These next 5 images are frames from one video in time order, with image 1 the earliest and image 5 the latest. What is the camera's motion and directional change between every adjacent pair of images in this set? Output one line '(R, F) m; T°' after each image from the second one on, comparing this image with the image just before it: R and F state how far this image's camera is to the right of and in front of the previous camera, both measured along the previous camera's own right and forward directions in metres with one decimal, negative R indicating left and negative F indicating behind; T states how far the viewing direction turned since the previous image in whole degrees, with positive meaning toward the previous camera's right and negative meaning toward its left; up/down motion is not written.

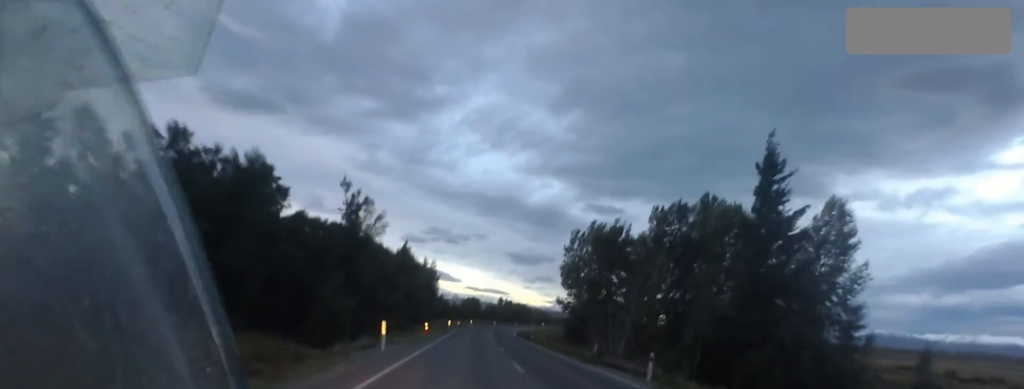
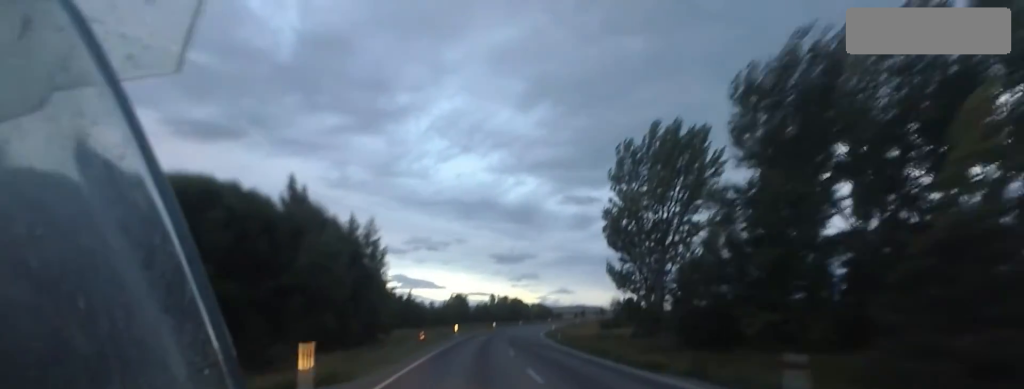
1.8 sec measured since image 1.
(+0.3, +43.9) m; +3°
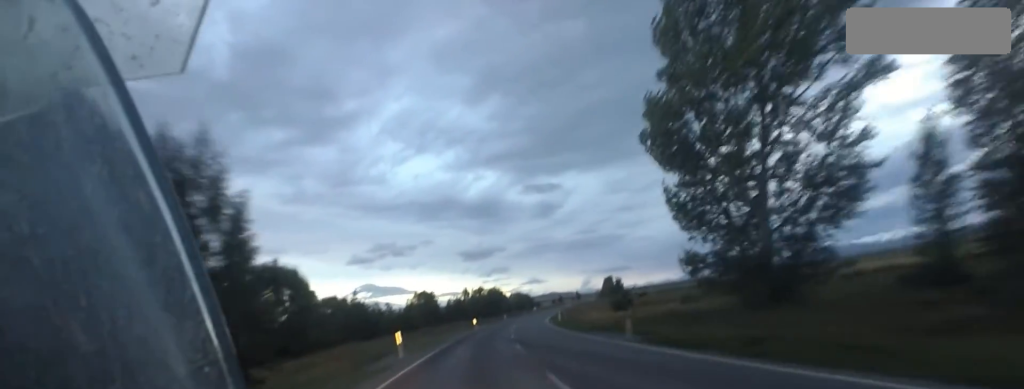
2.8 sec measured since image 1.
(+1.0, +24.3) m; +5°
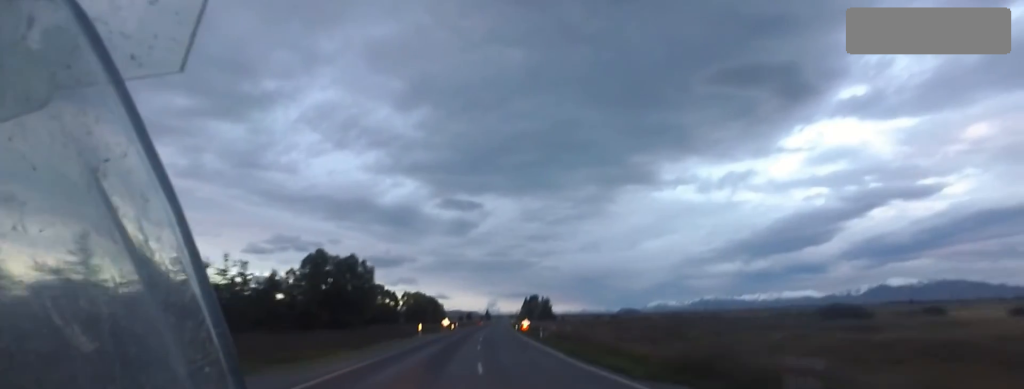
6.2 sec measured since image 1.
(+7.6, +83.9) m; +9°
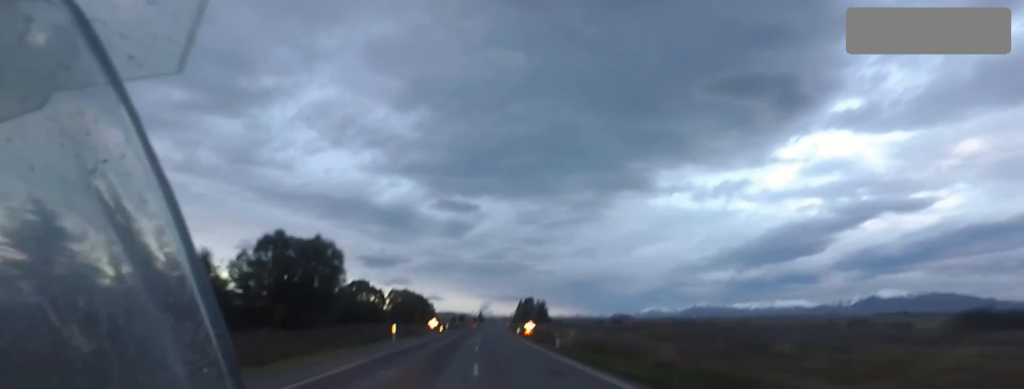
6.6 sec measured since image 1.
(+0.3, +10.7) m; +1°
